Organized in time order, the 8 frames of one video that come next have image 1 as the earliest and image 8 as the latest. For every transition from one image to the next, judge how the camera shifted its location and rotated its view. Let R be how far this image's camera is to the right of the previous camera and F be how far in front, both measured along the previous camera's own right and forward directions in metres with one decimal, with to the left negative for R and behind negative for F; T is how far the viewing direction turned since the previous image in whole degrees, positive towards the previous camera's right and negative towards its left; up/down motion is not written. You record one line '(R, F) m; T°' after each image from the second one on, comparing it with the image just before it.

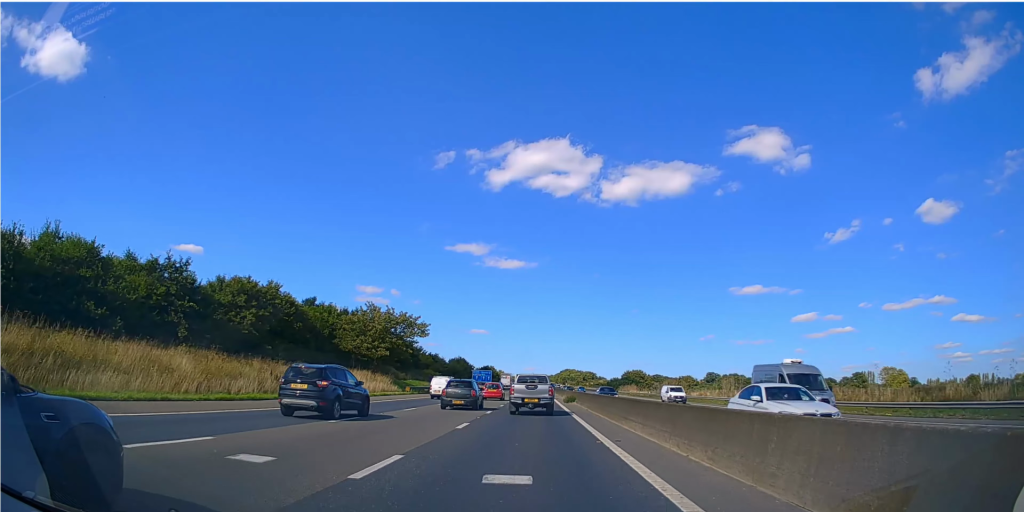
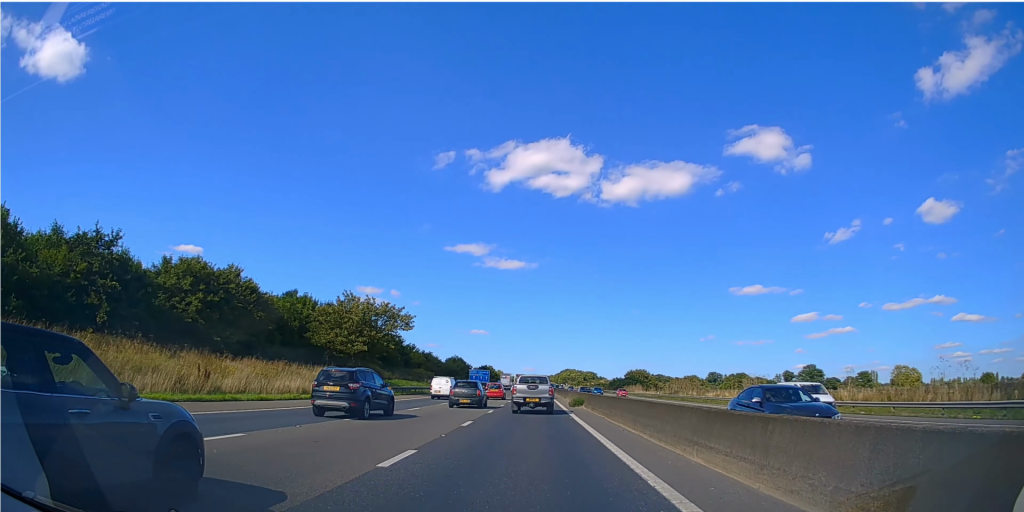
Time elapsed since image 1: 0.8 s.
(0.0, +8.2) m; 0°
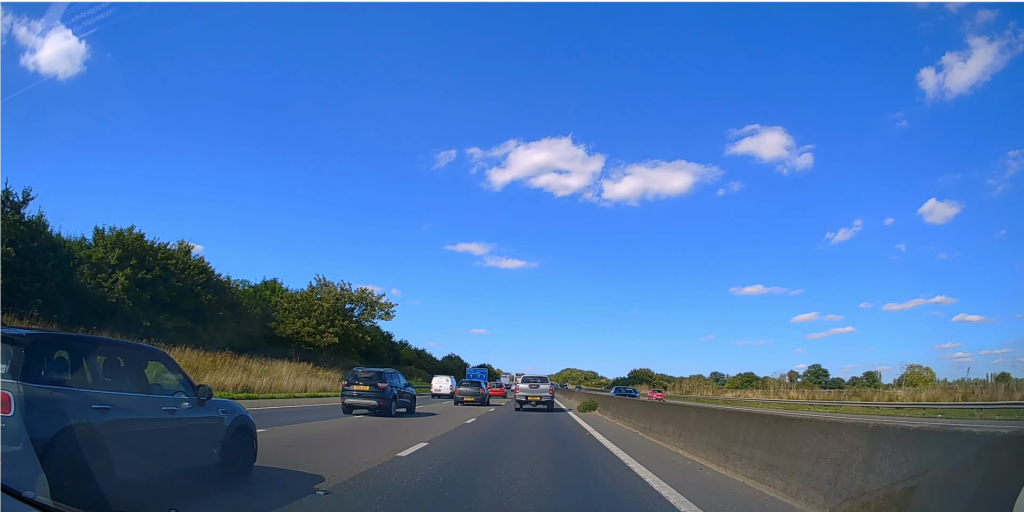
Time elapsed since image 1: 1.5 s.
(0.0, +7.9) m; 0°
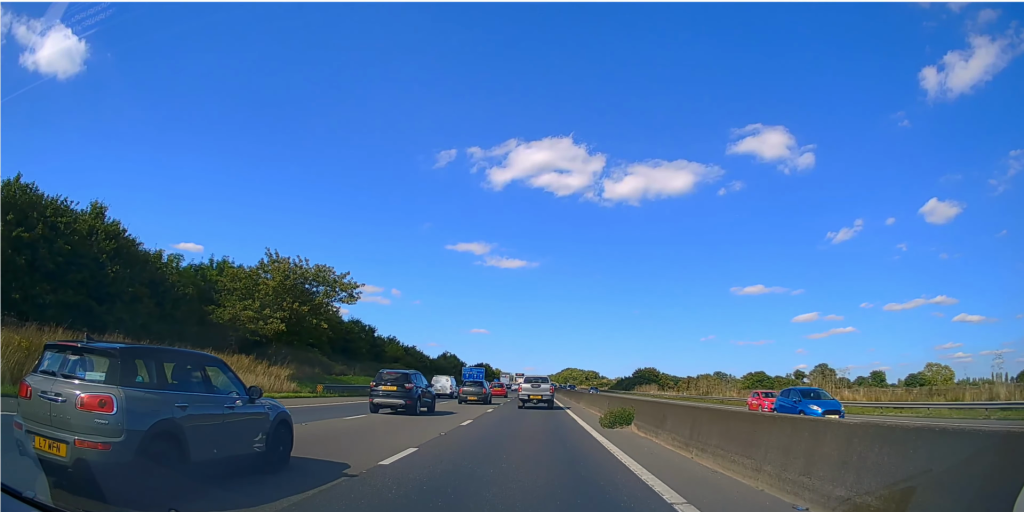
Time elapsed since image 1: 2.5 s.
(0.0, +10.7) m; 0°
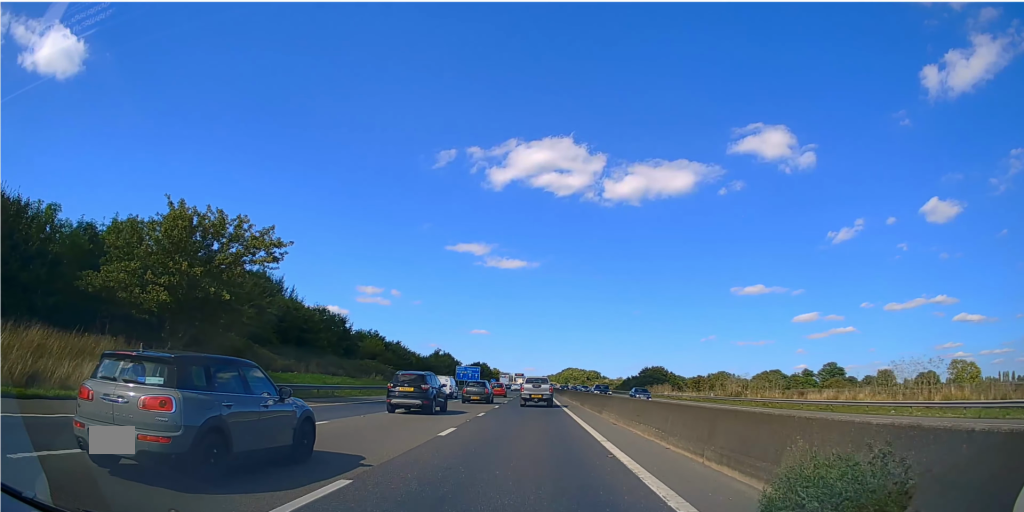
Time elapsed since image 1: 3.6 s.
(0.0, +14.5) m; 0°
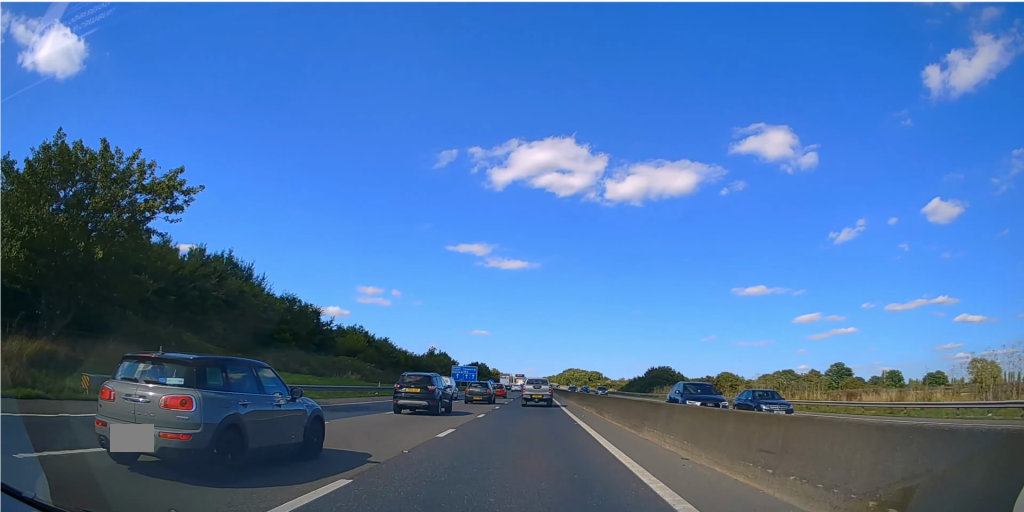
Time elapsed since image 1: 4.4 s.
(0.0, +10.1) m; 0°
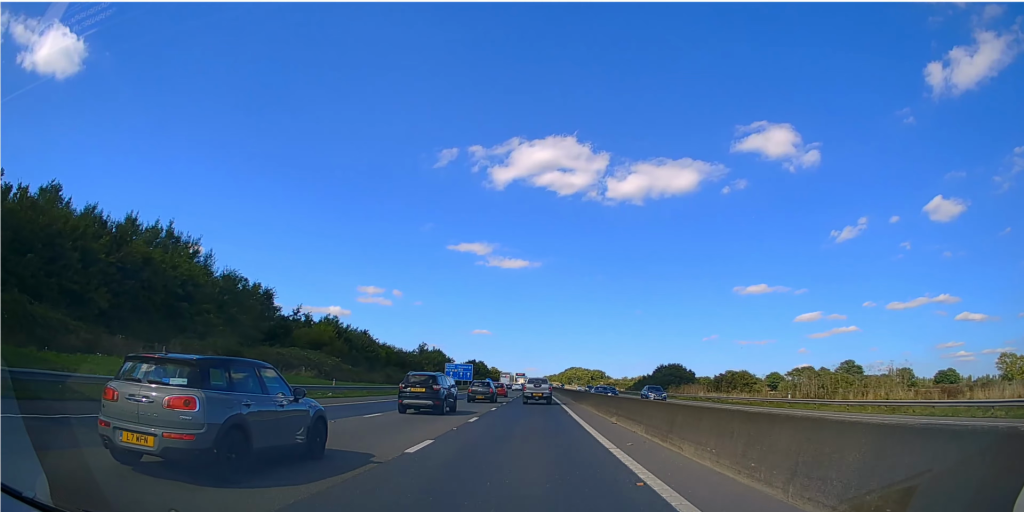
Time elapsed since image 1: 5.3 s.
(+0.1, +14.4) m; +1°
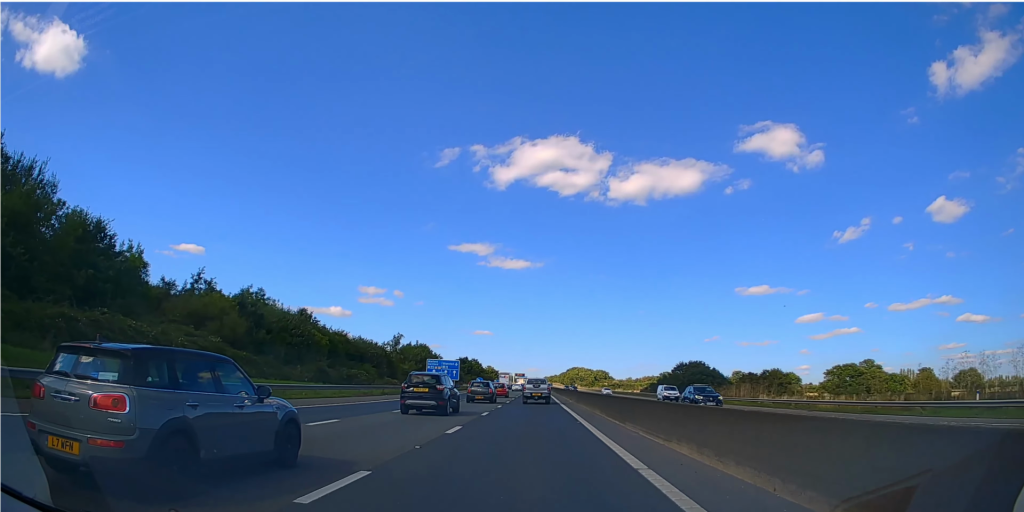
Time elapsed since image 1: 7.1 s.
(-0.1, +25.4) m; -1°
